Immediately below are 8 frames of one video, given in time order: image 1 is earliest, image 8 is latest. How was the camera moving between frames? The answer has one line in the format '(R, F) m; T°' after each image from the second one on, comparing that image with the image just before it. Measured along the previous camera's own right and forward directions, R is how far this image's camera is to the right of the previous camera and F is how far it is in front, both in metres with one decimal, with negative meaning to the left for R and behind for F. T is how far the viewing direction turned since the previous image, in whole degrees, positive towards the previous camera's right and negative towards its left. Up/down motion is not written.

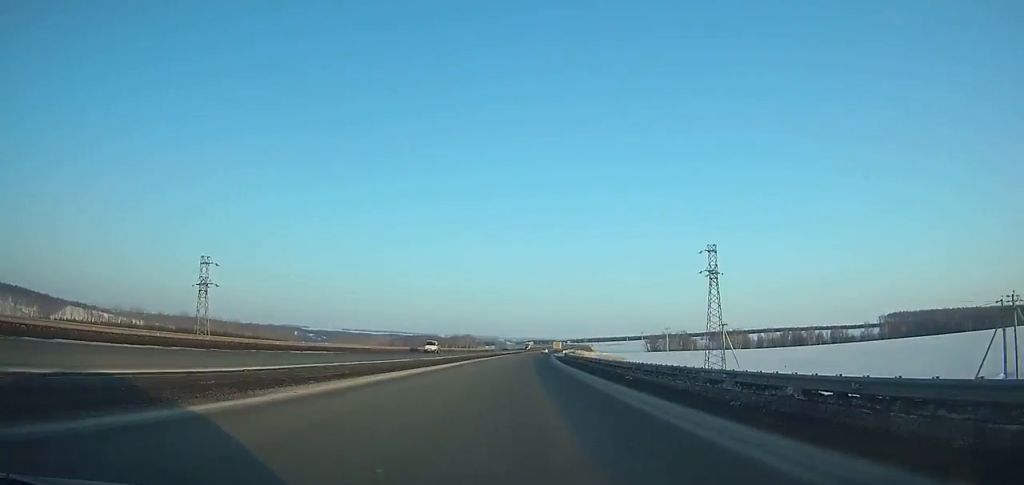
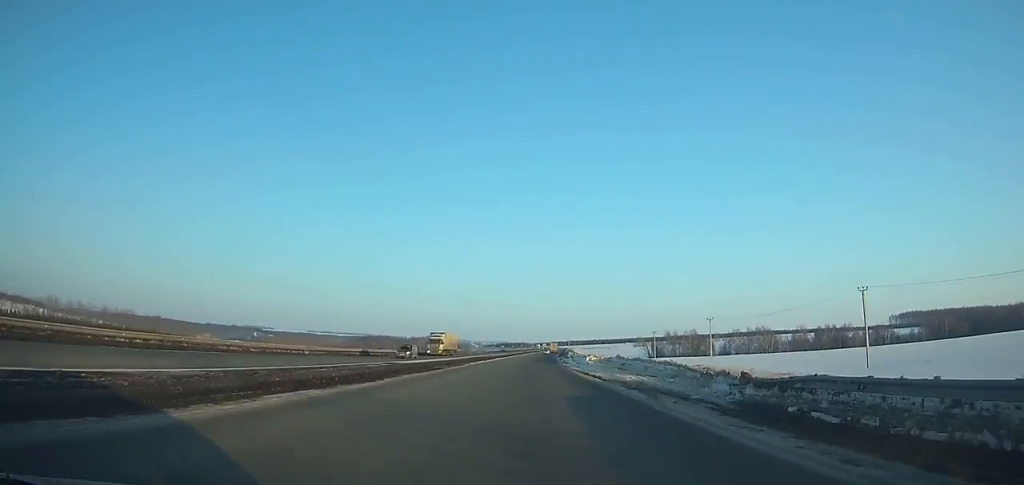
(+3.4, +105.6) m; +4°
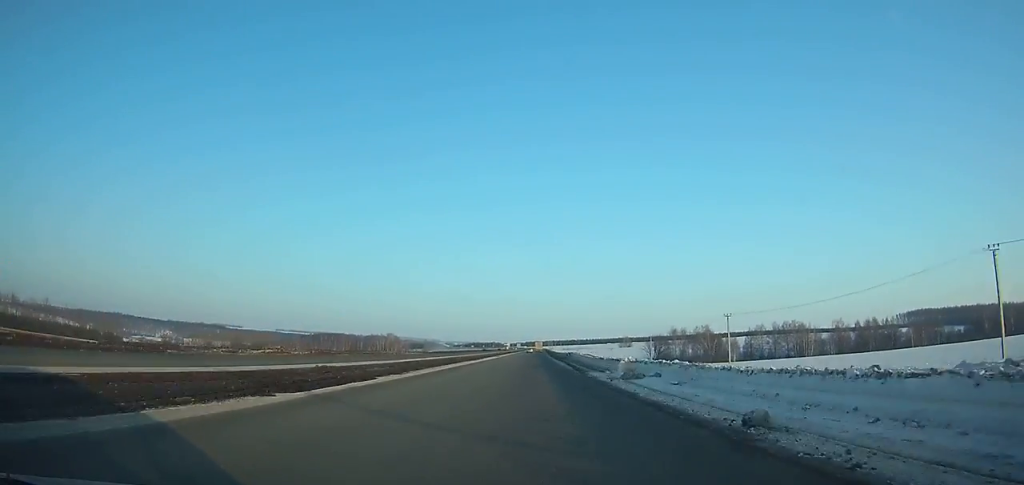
(+2.1, +80.8) m; +2°
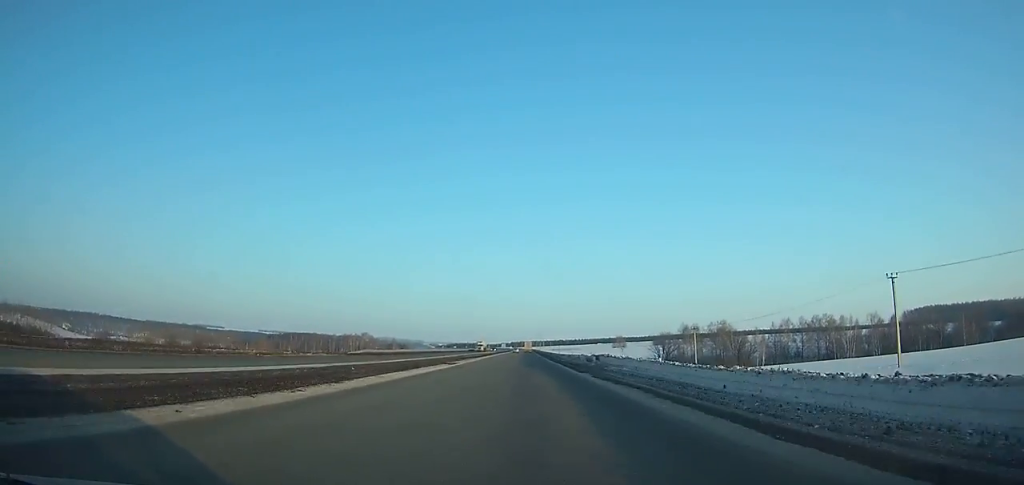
(+0.5, +48.5) m; +1°
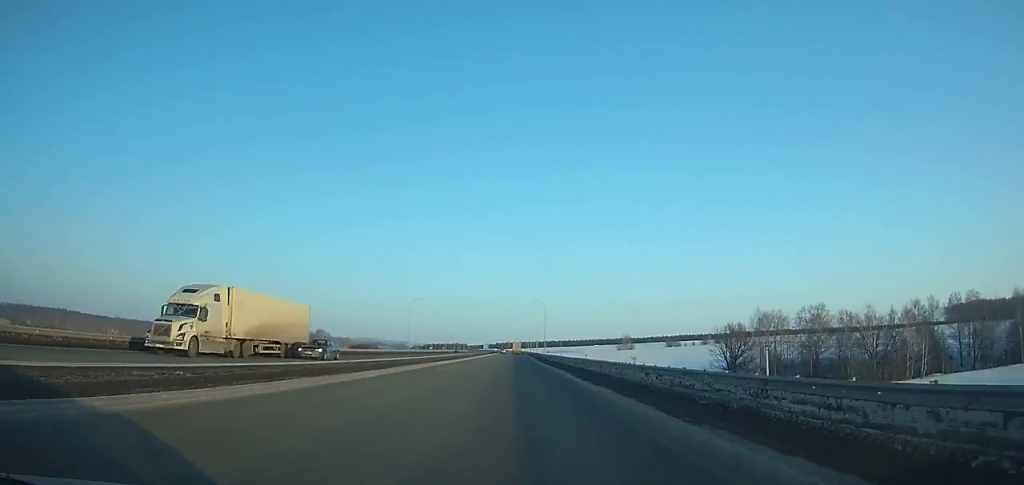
(+0.4, +103.7) m; 0°
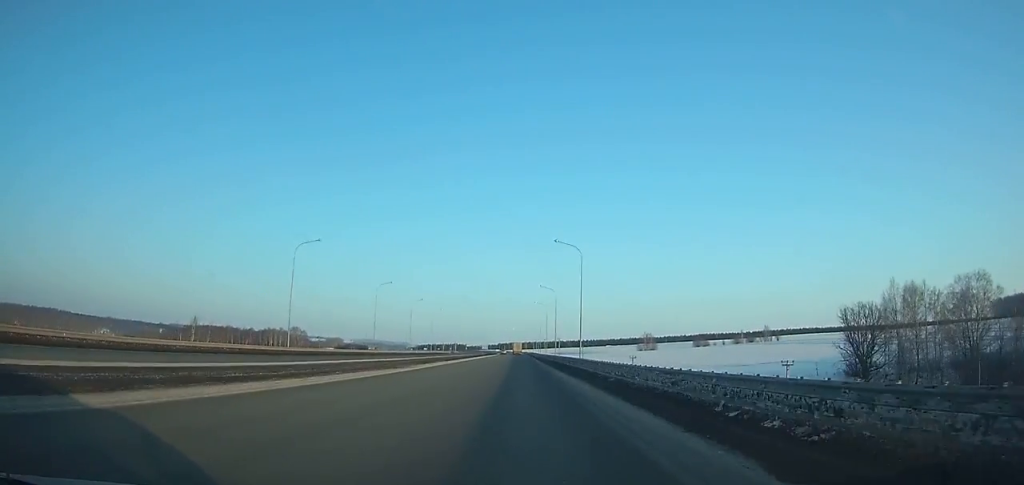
(0.0, +69.1) m; 0°
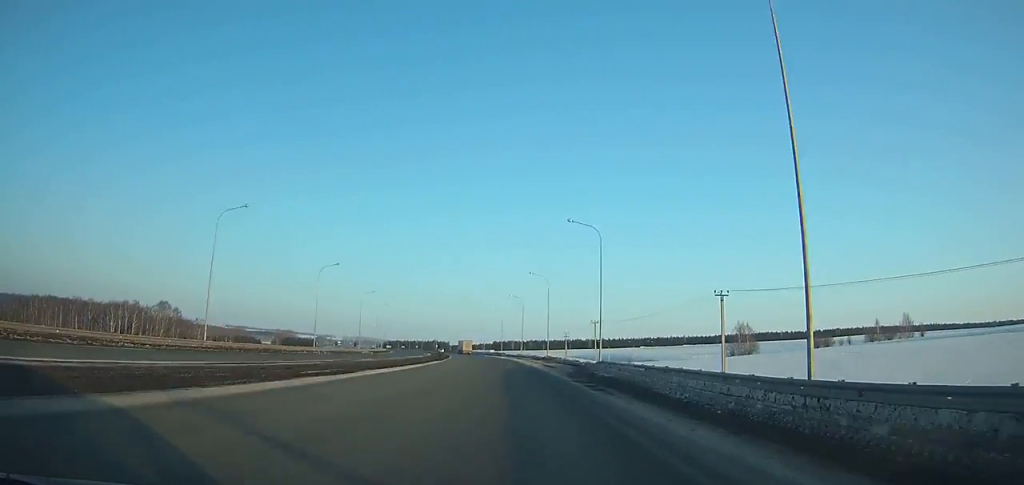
(-2.6, +181.5) m; -3°
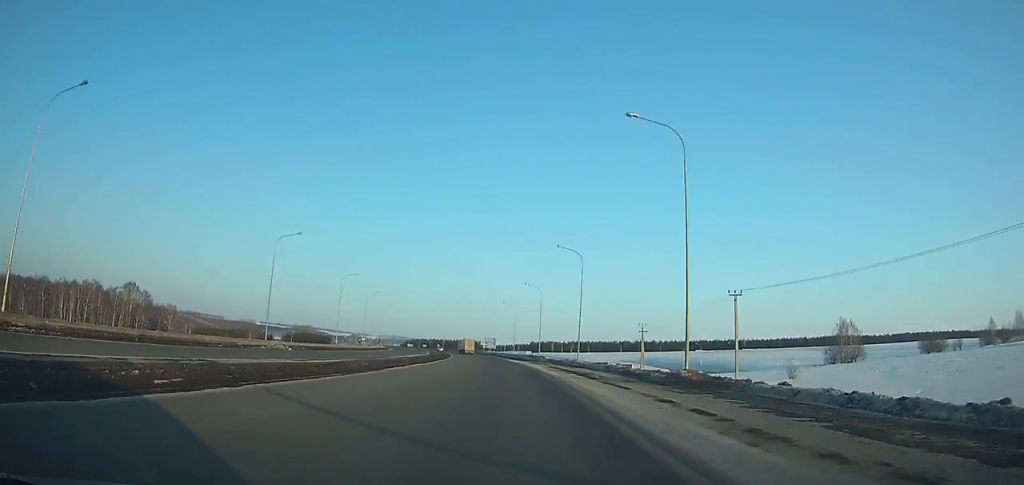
(-0.6, +55.8) m; -3°
